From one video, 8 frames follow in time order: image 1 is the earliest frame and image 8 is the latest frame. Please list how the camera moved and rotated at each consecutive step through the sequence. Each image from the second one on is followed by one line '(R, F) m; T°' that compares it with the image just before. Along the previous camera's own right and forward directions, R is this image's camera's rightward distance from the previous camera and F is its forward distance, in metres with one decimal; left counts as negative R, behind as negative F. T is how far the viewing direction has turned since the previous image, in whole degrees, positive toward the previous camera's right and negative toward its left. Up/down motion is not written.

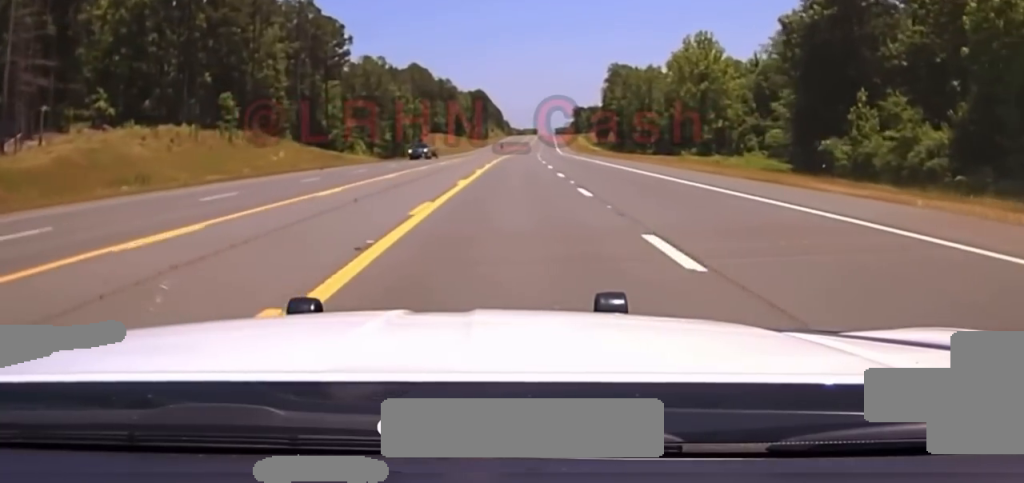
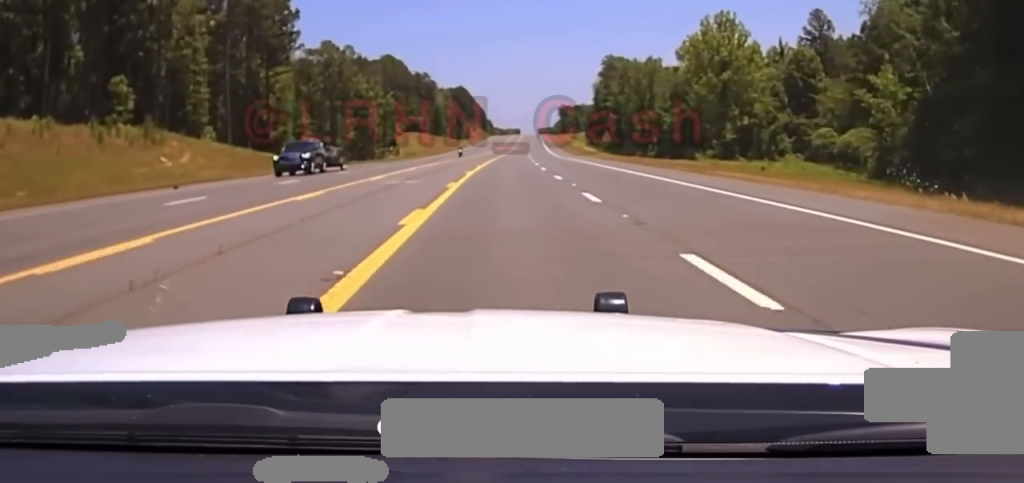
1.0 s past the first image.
(+0.2, +22.5) m; +1°
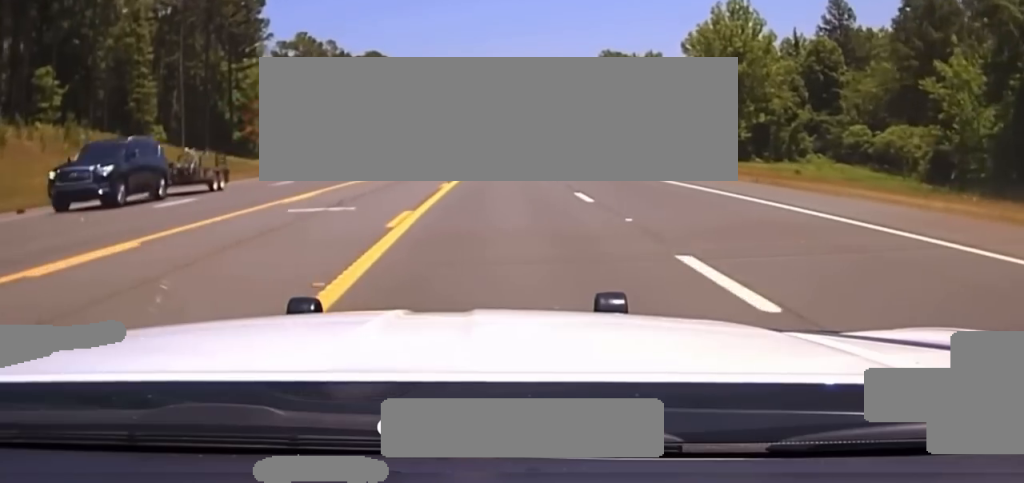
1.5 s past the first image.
(0.0, +10.5) m; 0°
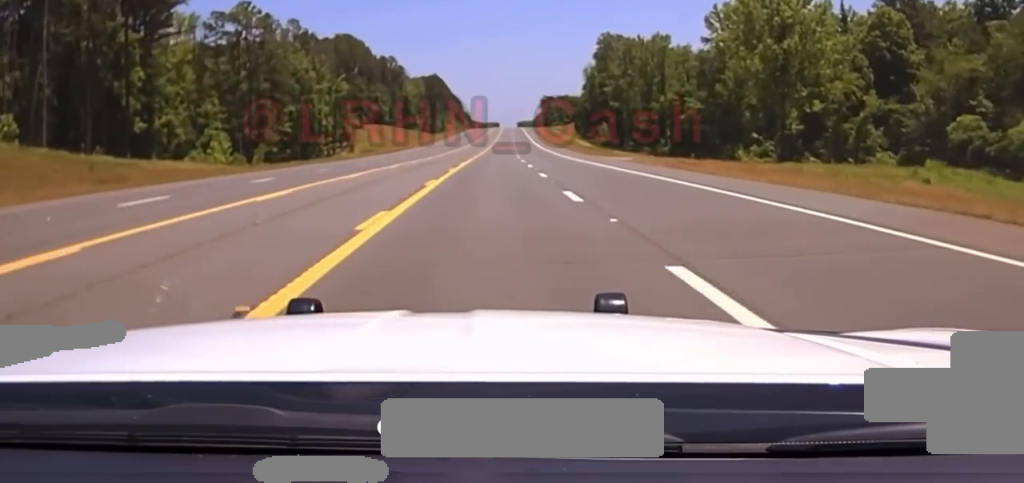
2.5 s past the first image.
(+0.1, +24.2) m; +1°
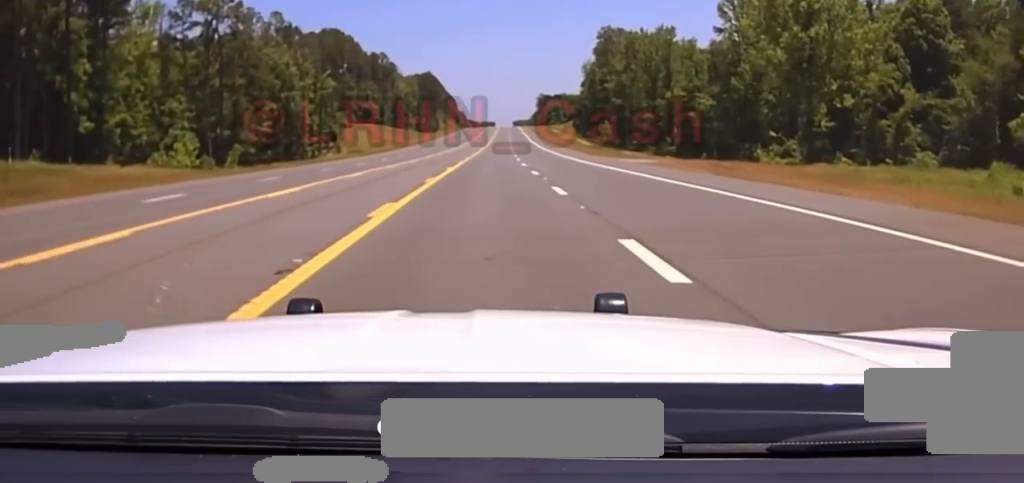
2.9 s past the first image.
(+0.2, +10.6) m; 0°
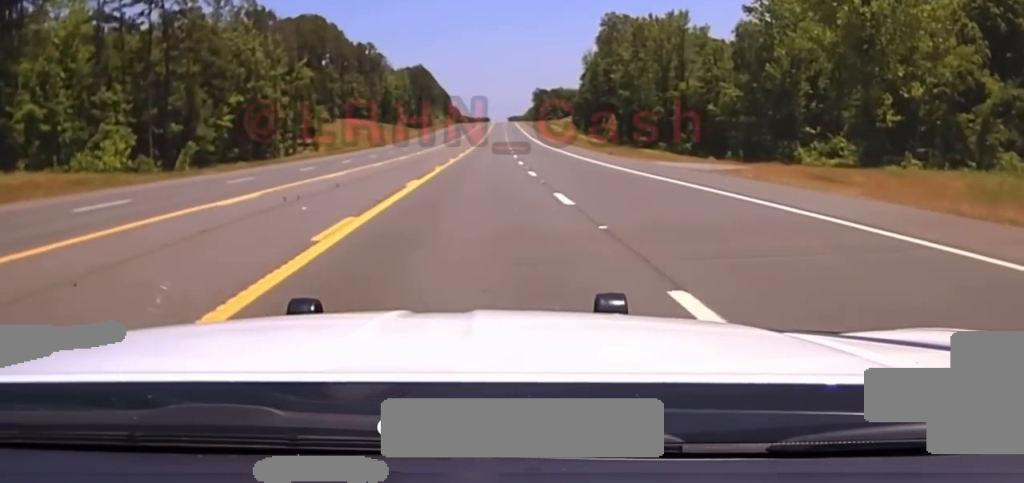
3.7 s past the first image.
(+0.2, +18.3) m; +1°
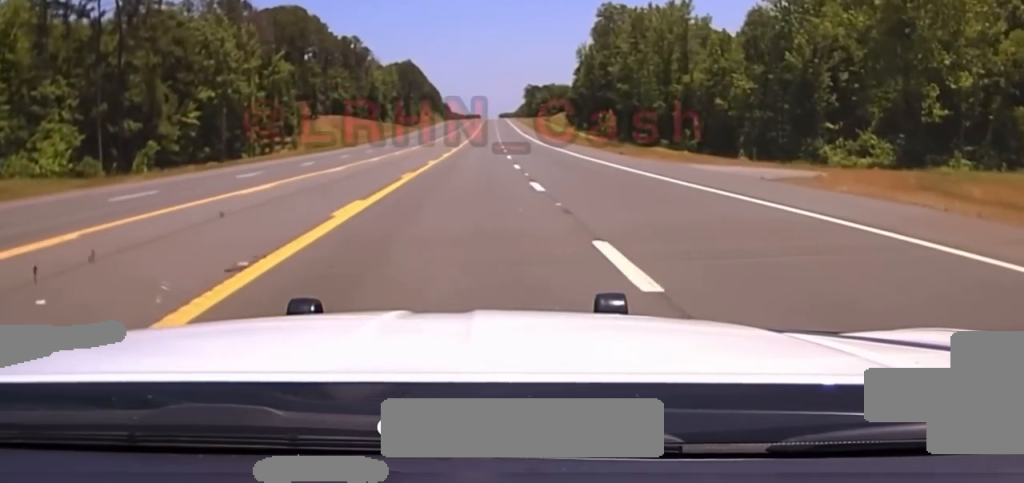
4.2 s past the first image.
(0.0, +12.0) m; 0°
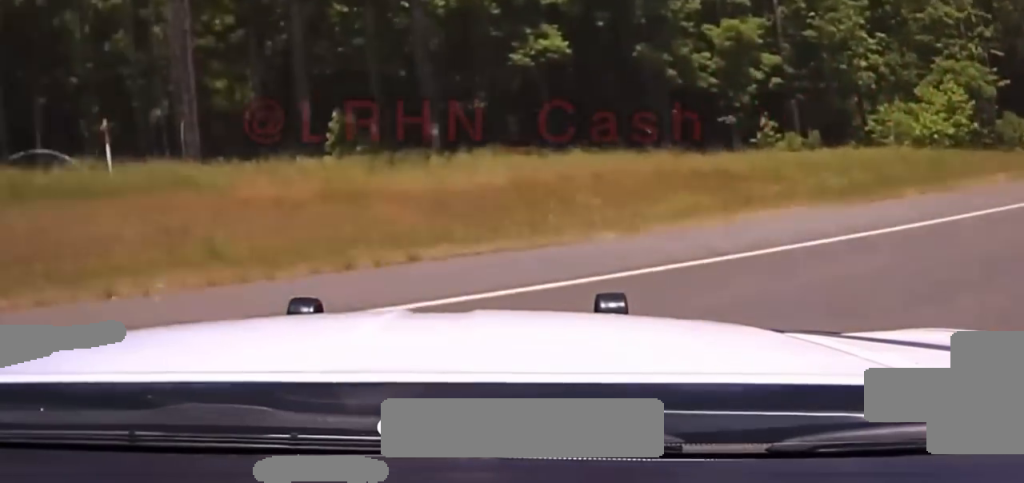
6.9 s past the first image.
(-6.2, +29.3) m; -74°
